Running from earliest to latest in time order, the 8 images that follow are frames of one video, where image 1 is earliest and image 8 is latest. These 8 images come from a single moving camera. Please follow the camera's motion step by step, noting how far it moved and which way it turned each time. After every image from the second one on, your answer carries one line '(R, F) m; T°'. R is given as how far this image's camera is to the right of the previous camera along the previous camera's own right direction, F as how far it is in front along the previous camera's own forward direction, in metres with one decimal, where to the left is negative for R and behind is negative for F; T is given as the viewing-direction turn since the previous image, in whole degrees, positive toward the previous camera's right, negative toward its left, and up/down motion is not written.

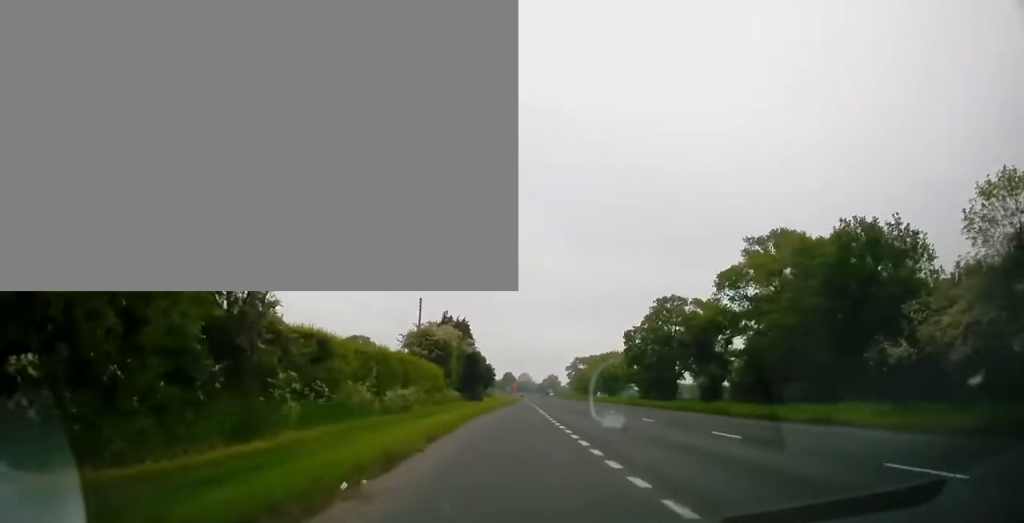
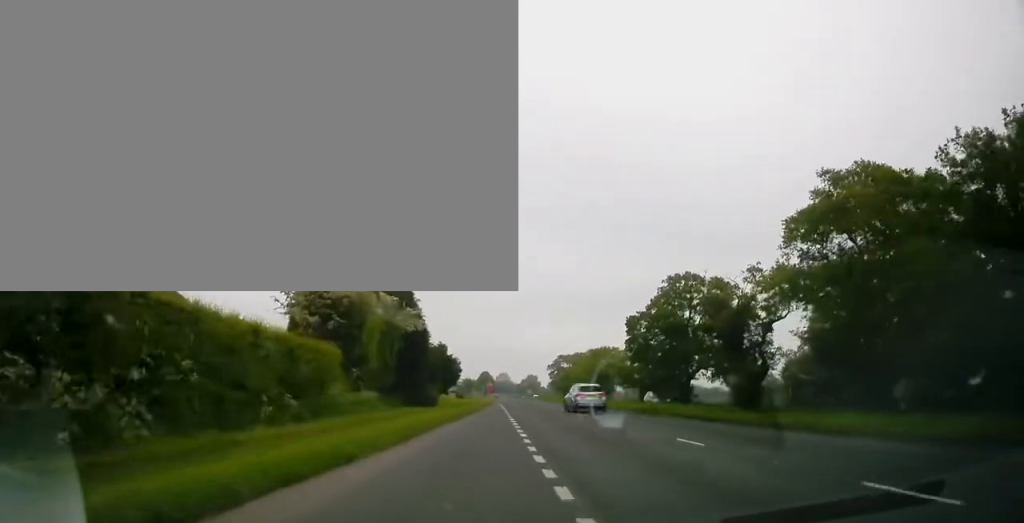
(0.0, +18.4) m; +1°
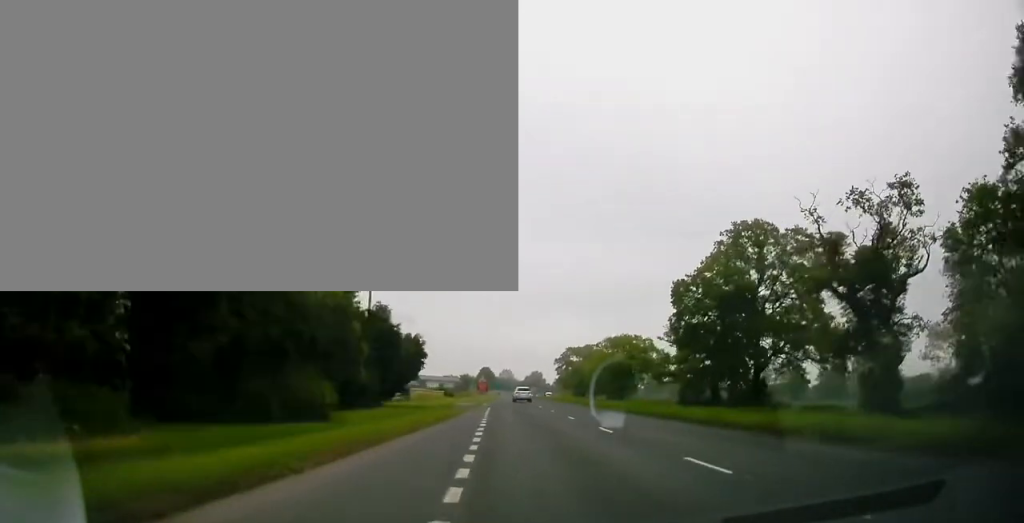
(+0.2, +21.9) m; 0°
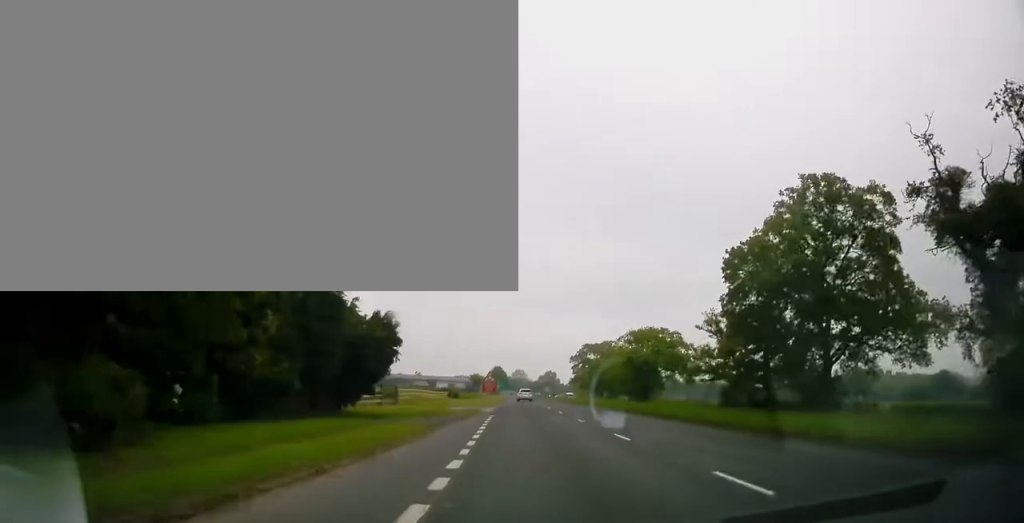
(-0.2, +10.8) m; 0°
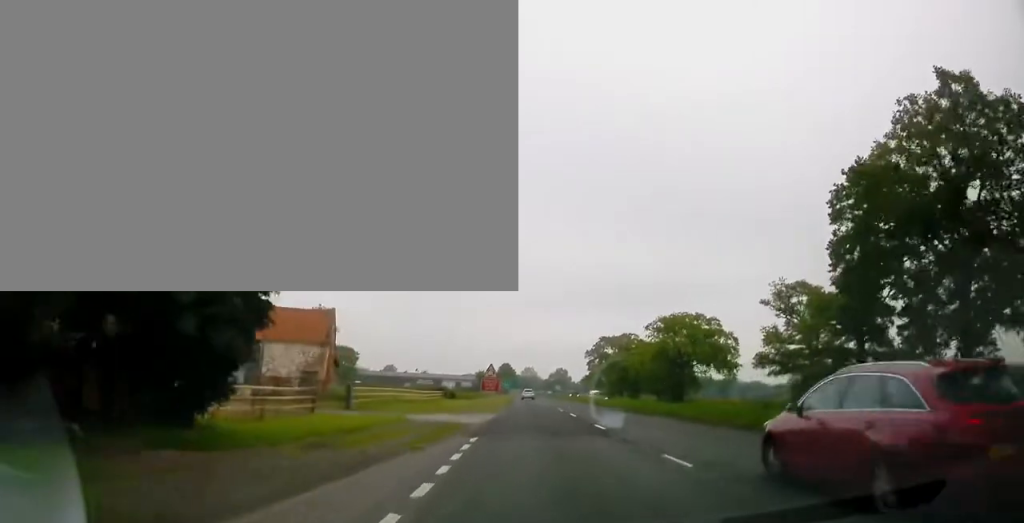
(+0.2, +14.6) m; -1°
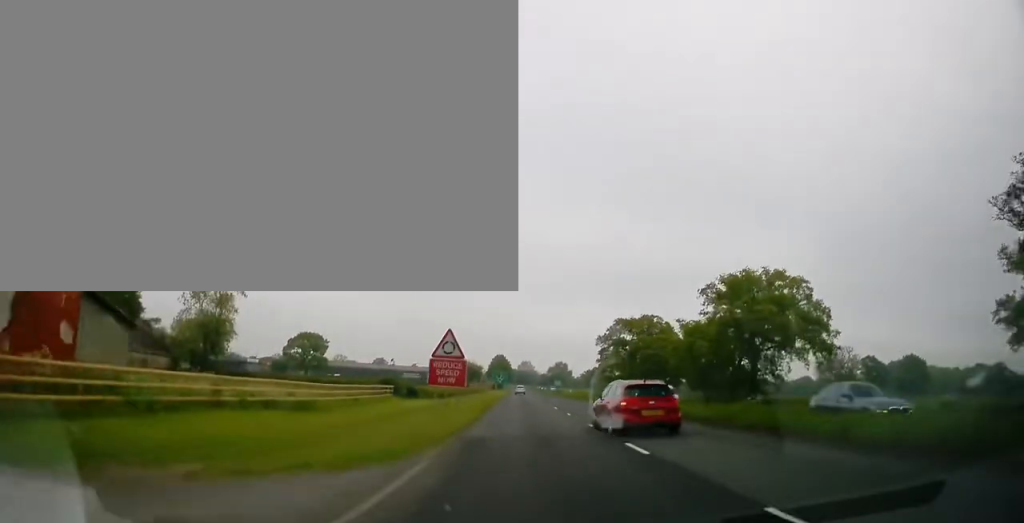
(-0.8, +26.0) m; -2°
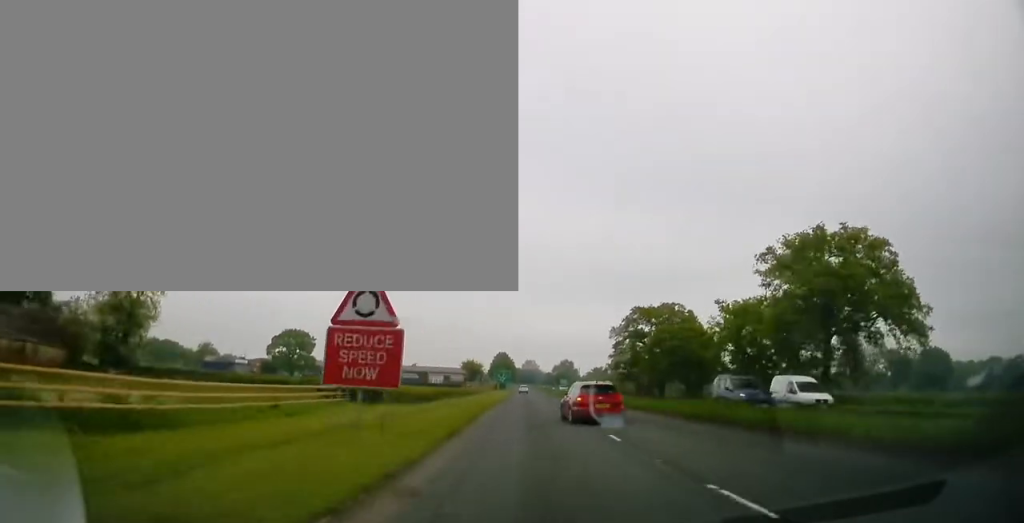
(-0.1, +13.2) m; +1°
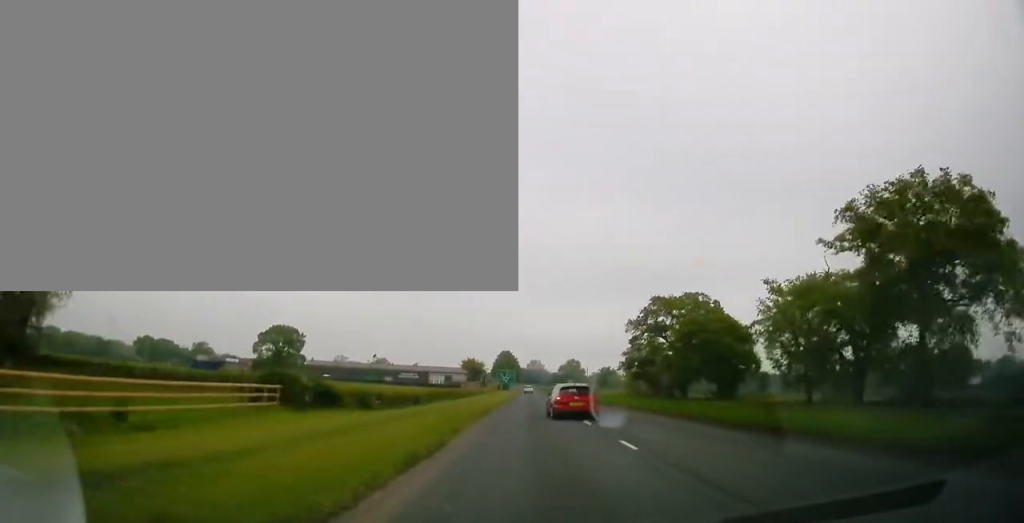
(+0.2, +10.7) m; 0°
